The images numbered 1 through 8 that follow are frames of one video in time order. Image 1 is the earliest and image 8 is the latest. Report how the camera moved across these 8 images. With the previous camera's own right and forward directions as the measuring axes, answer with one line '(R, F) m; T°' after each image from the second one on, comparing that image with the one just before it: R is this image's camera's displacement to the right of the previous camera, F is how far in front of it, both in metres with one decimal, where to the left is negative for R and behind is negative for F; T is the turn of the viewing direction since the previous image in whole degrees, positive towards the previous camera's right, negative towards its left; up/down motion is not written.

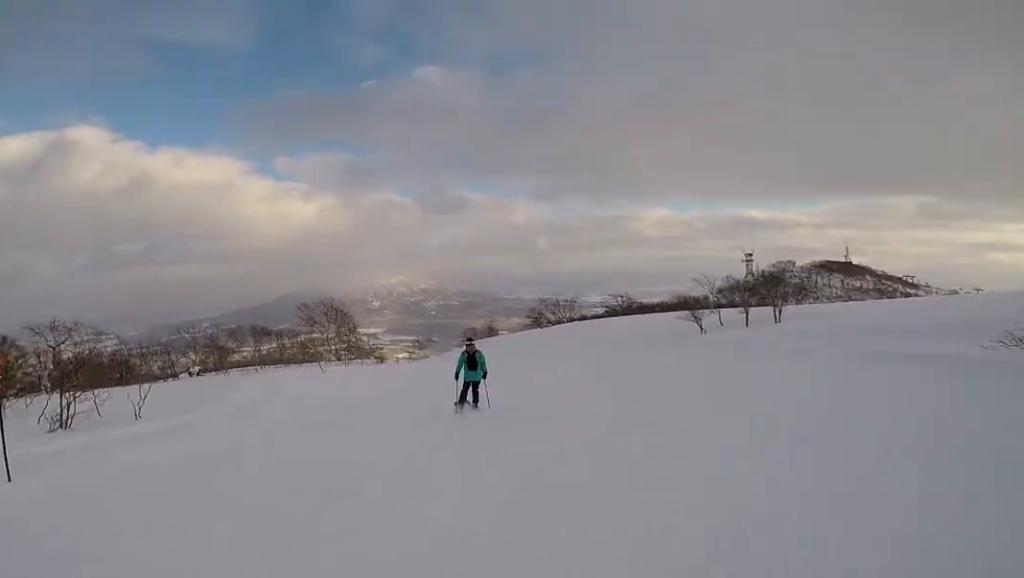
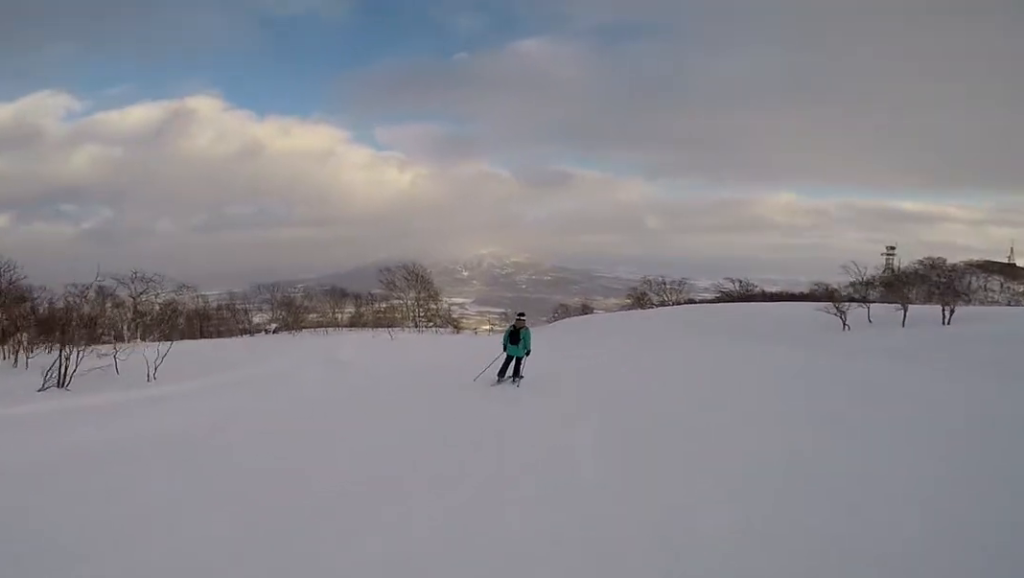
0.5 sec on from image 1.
(+0.1, +2.3) m; -7°
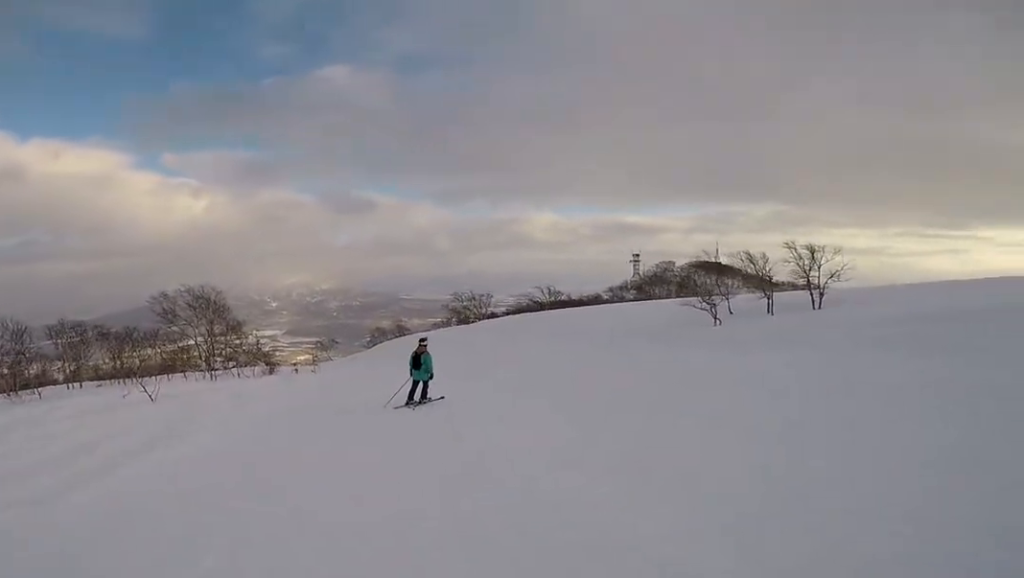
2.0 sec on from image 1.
(-1.1, +7.1) m; +9°
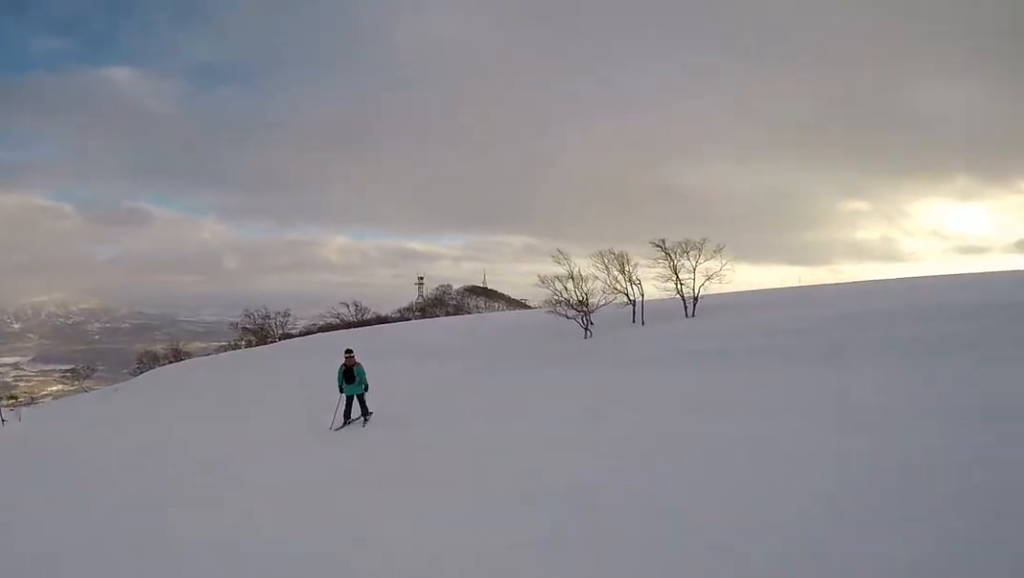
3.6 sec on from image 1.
(+3.3, +6.5) m; +29°
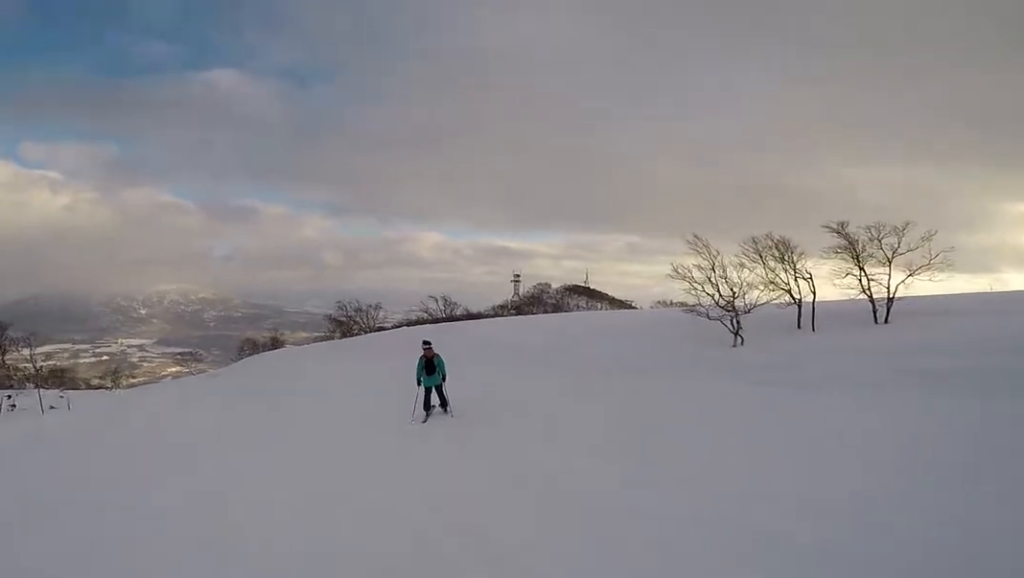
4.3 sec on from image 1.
(0.0, +3.3) m; -3°
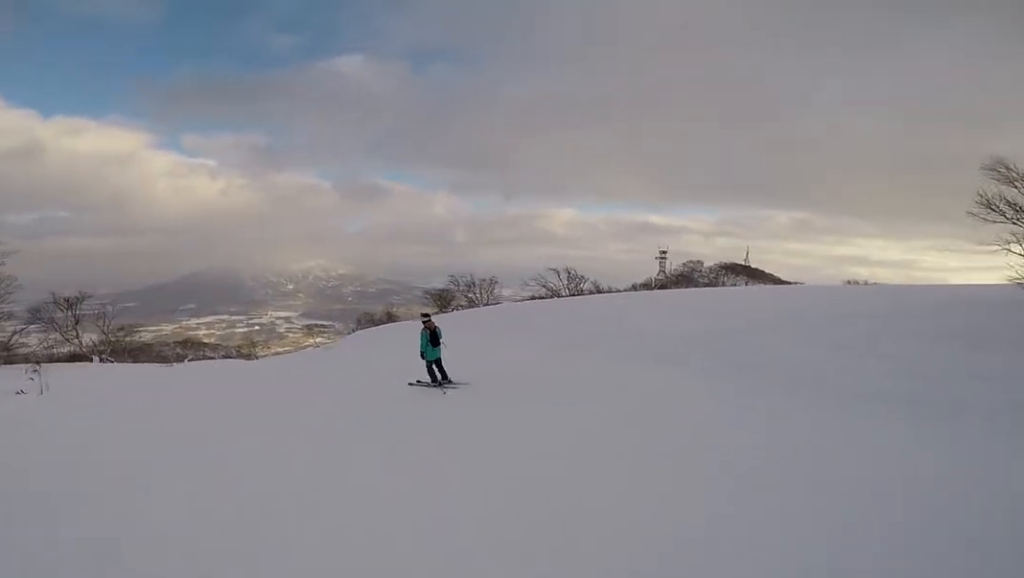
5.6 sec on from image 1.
(-0.7, +6.2) m; -15°
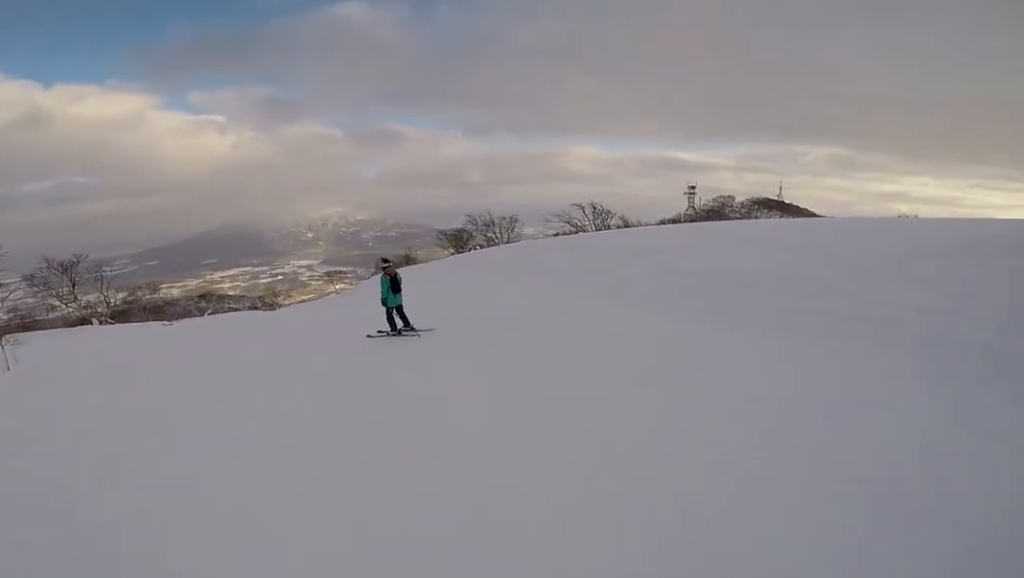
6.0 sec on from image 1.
(0.0, +1.9) m; -7°
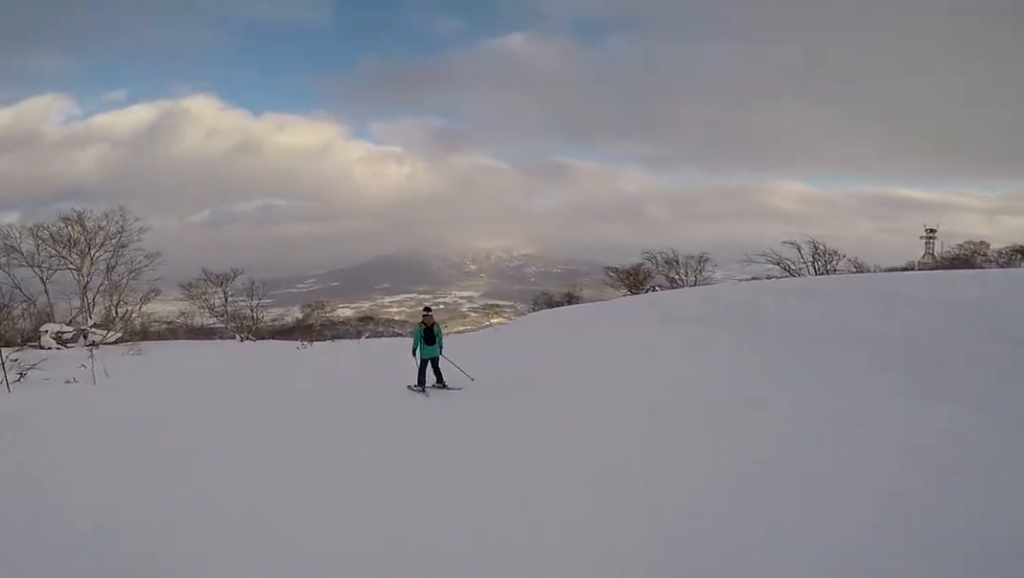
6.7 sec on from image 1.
(-0.3, +3.4) m; -18°
